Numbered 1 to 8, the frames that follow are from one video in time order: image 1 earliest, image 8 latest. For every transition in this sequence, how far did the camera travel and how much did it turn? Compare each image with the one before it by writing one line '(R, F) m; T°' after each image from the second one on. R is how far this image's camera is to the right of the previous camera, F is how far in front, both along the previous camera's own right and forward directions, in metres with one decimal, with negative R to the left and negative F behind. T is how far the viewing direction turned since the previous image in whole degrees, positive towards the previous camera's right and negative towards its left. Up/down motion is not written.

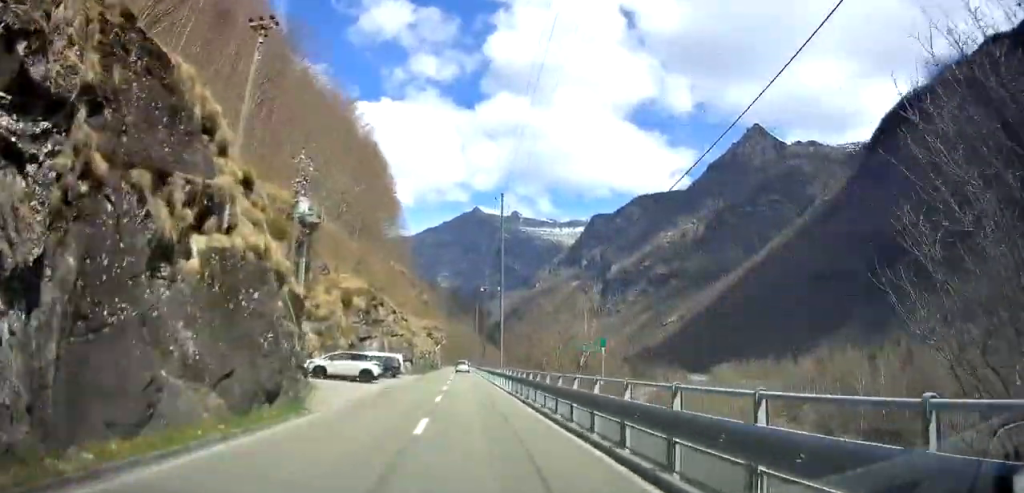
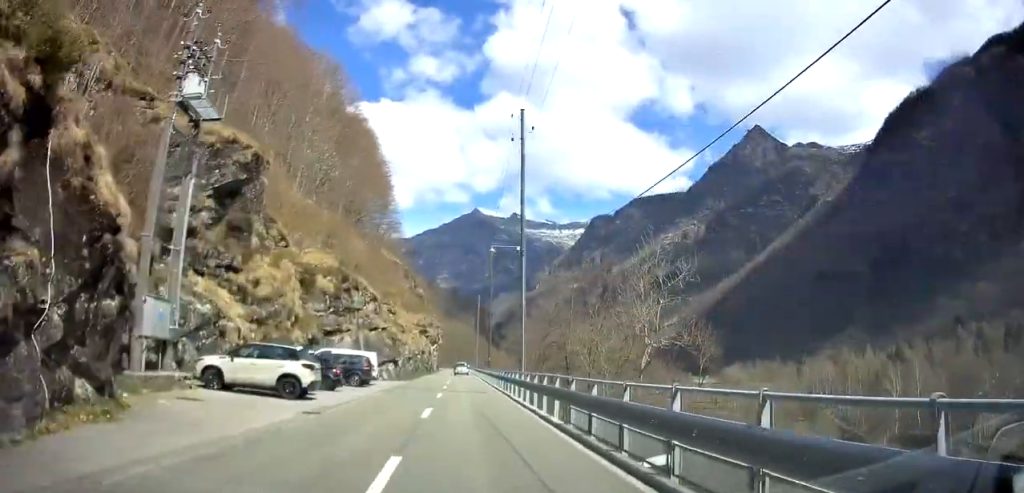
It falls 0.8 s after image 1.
(+0.2, +14.0) m; 0°
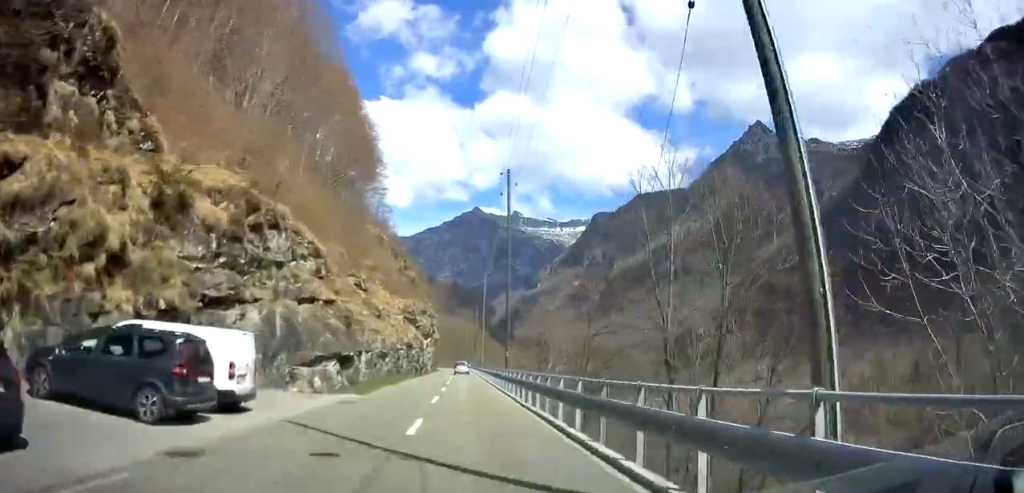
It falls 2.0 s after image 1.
(-0.6, +20.7) m; -3°
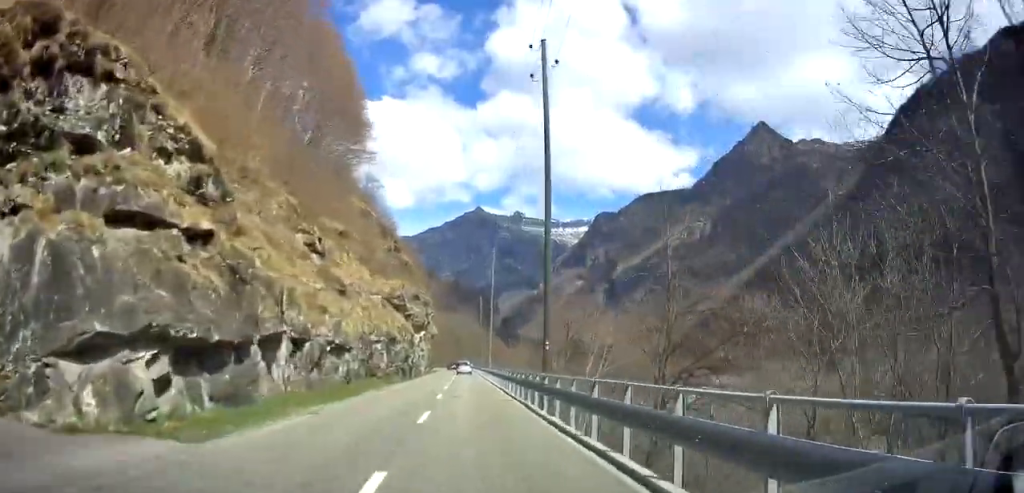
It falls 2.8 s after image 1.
(-0.3, +15.6) m; -1°
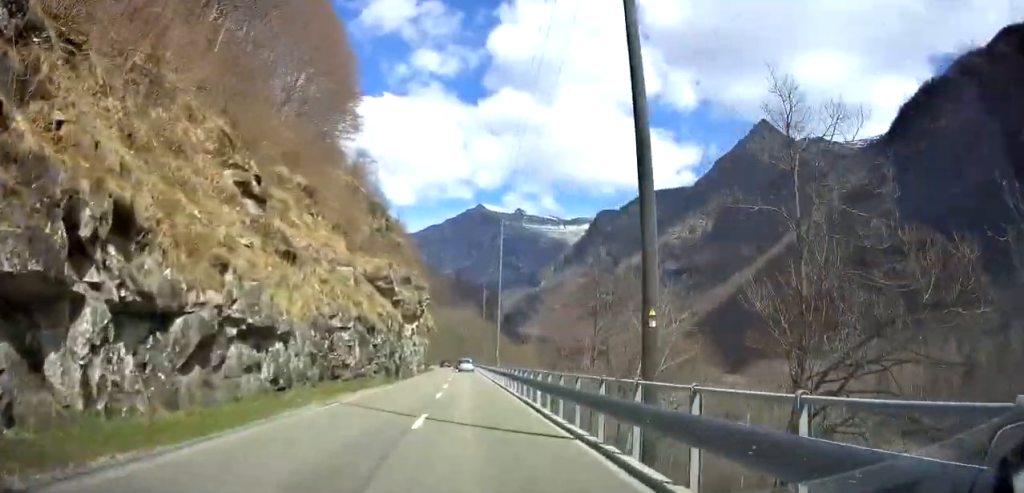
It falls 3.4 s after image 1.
(-0.1, +10.4) m; 0°
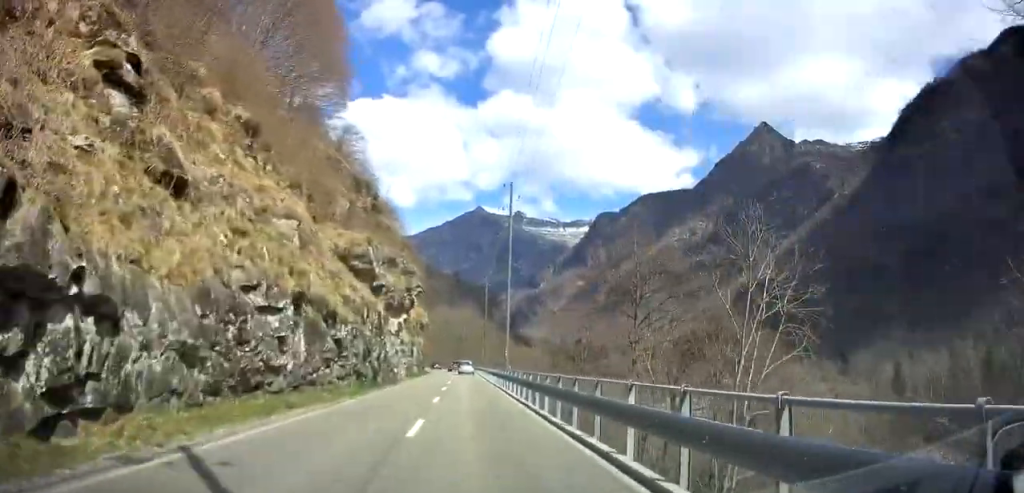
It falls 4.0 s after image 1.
(+0.1, +10.4) m; +1°
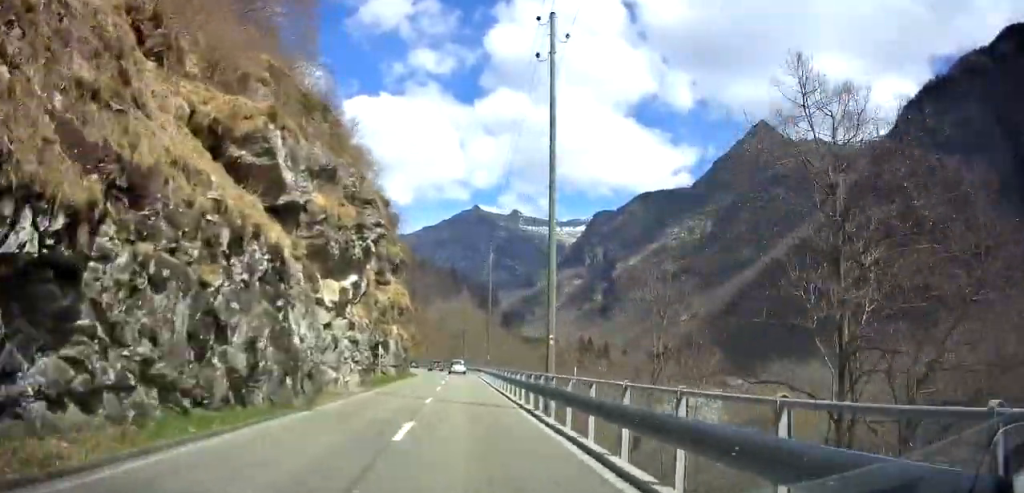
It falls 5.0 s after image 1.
(+0.4, +18.6) m; +2°
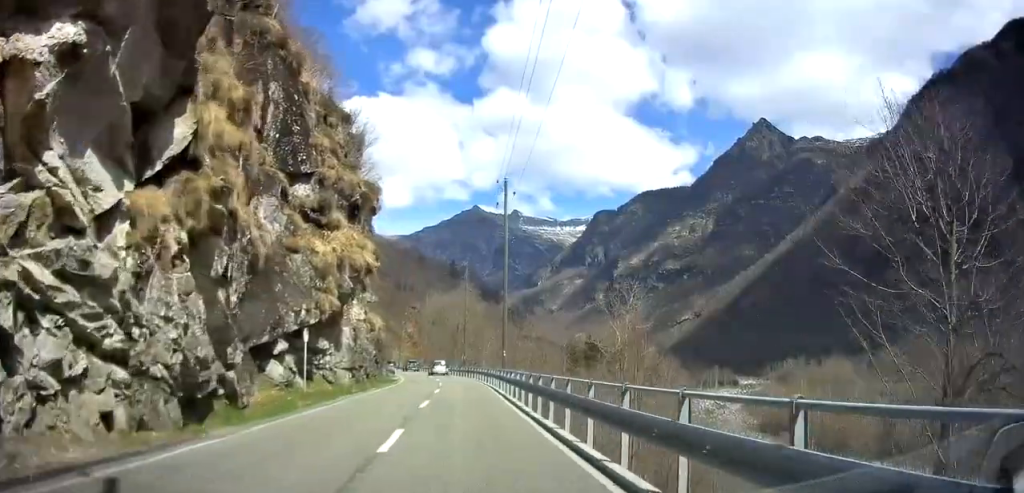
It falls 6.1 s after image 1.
(0.0, +18.5) m; 0°
